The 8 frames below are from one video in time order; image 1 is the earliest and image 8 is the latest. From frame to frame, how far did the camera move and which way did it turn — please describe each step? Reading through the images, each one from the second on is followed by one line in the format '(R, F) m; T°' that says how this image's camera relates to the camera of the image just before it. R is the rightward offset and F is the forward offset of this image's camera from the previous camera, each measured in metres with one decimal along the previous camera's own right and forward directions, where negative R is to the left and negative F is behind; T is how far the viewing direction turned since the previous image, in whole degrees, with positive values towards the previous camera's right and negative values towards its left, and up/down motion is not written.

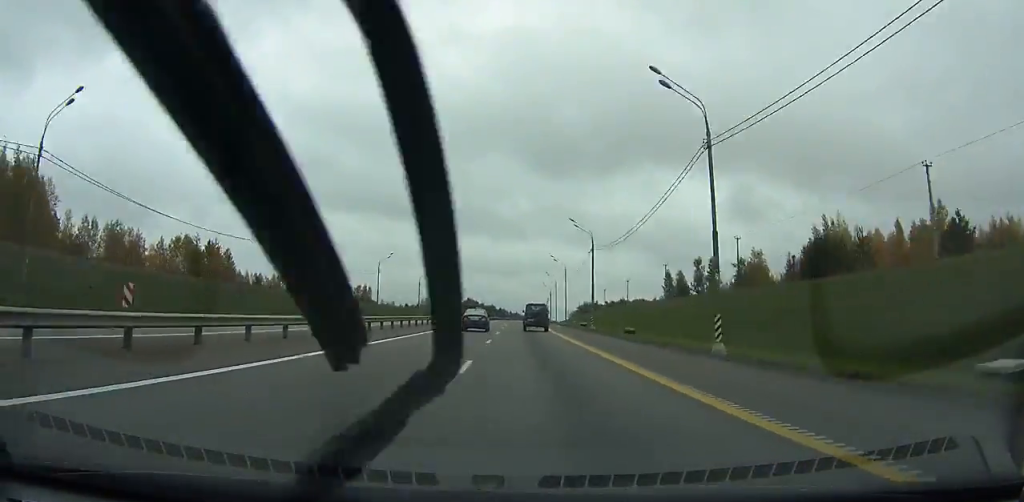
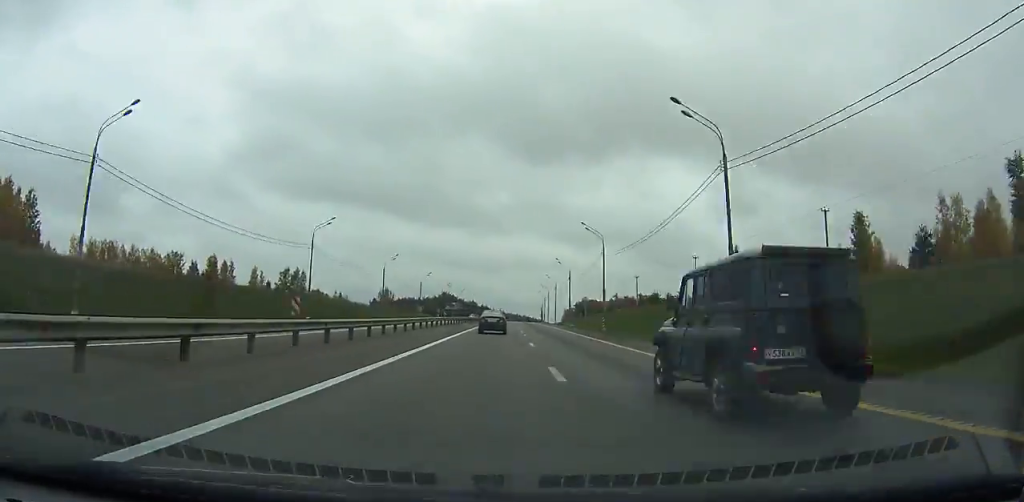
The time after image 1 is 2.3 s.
(+0.2, +70.9) m; +1°
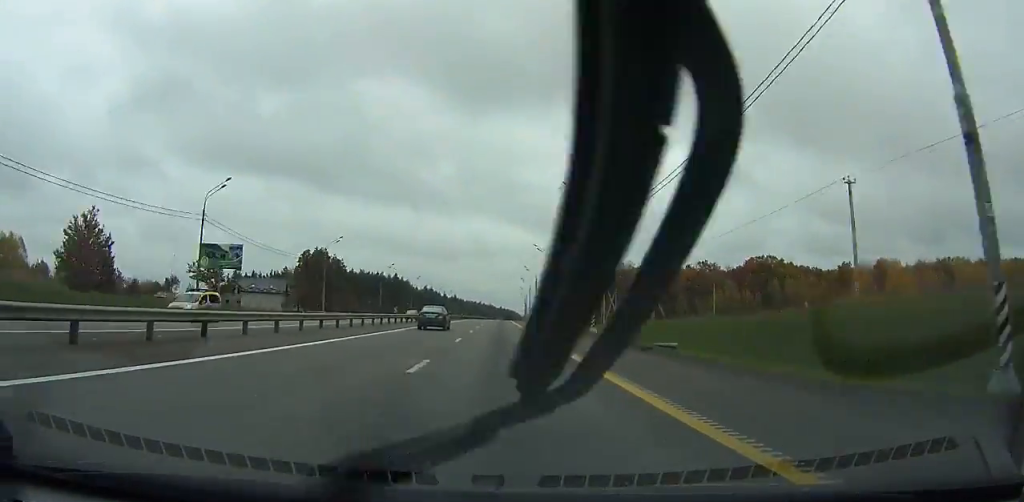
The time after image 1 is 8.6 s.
(+7.5, +199.0) m; +3°
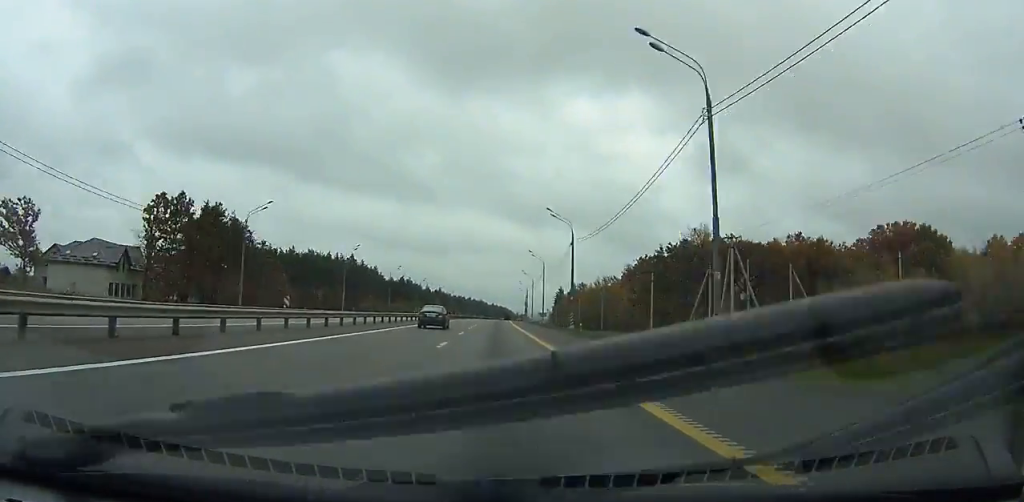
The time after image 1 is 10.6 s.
(-0.2, +64.7) m; 0°
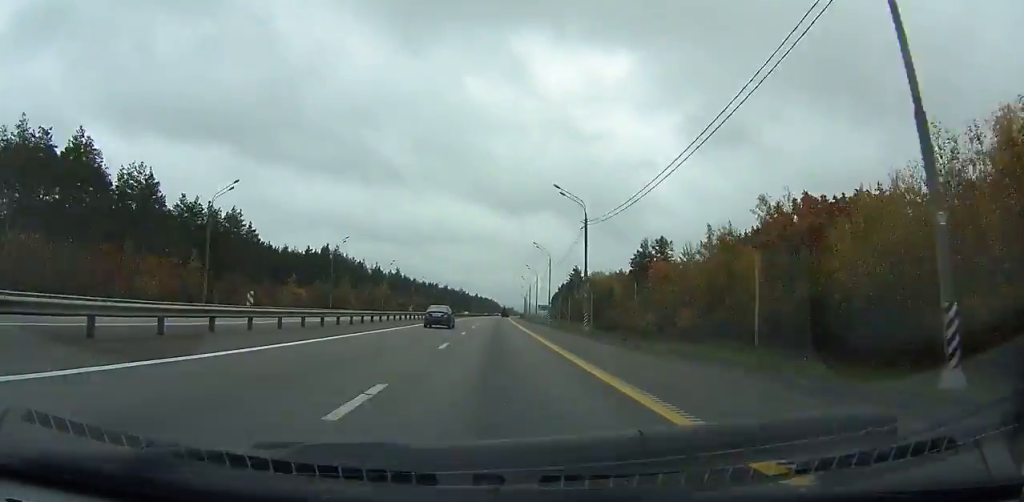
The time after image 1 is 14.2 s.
(+1.2, +119.4) m; +1°
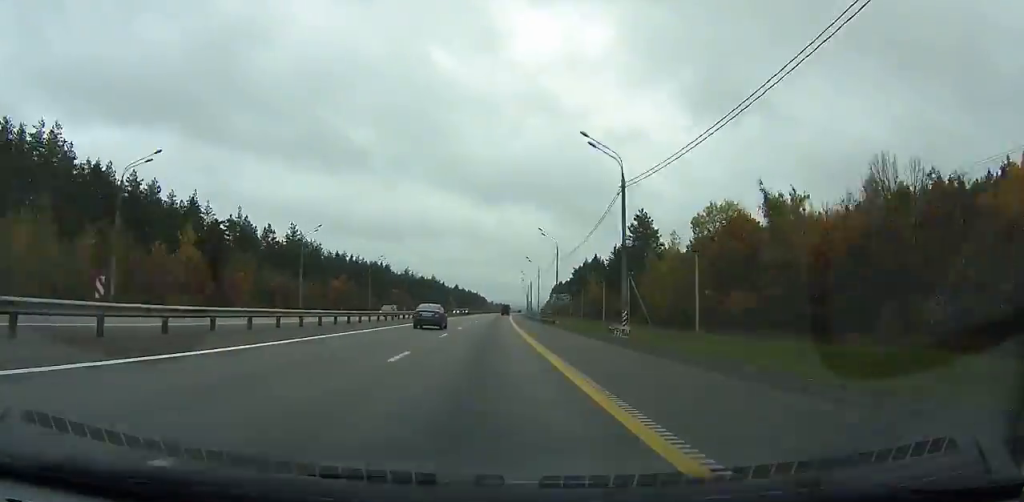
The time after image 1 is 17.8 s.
(+1.6, +122.2) m; +1°
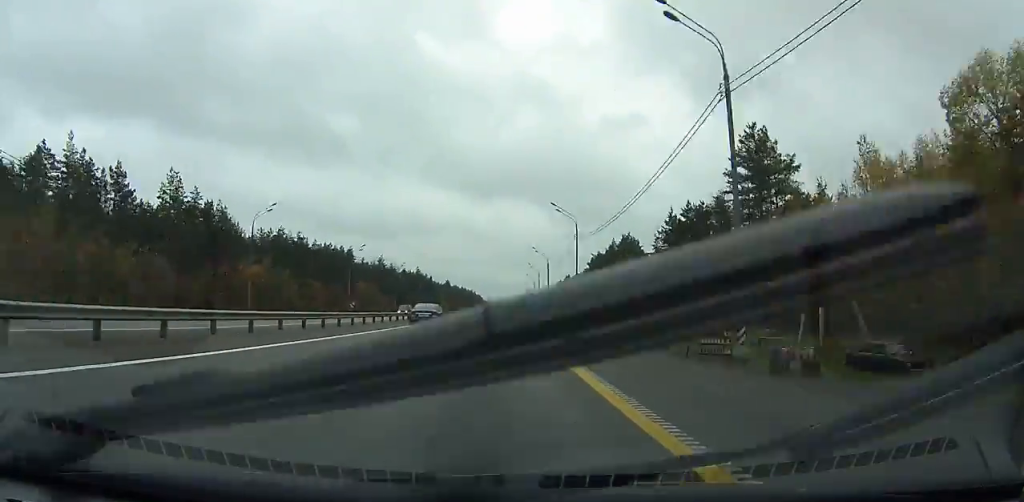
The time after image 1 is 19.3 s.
(+0.2, +51.4) m; +1°
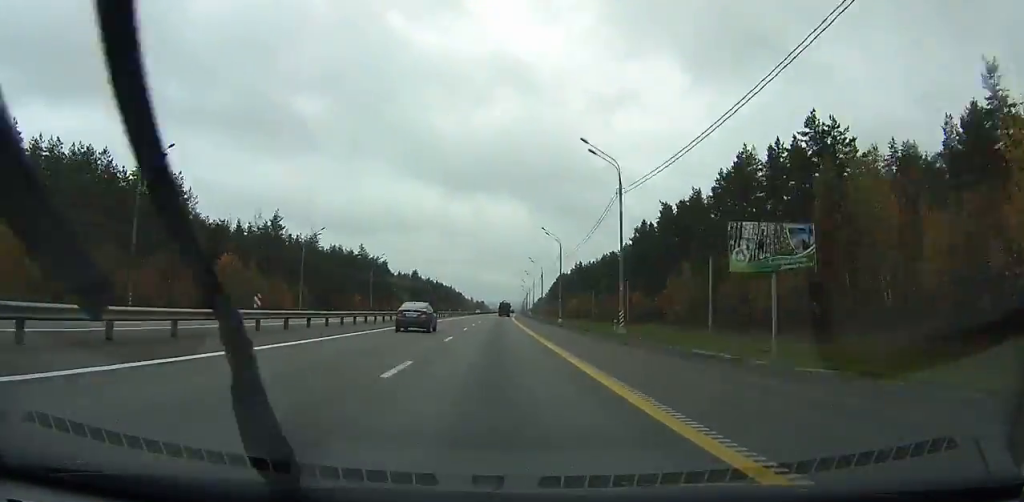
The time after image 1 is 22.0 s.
(+0.9, +92.8) m; +1°
